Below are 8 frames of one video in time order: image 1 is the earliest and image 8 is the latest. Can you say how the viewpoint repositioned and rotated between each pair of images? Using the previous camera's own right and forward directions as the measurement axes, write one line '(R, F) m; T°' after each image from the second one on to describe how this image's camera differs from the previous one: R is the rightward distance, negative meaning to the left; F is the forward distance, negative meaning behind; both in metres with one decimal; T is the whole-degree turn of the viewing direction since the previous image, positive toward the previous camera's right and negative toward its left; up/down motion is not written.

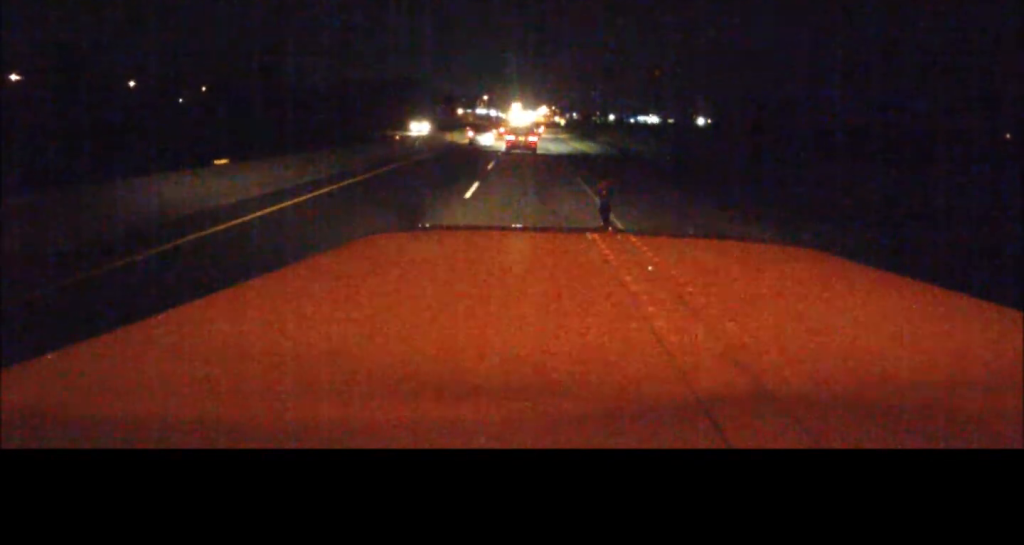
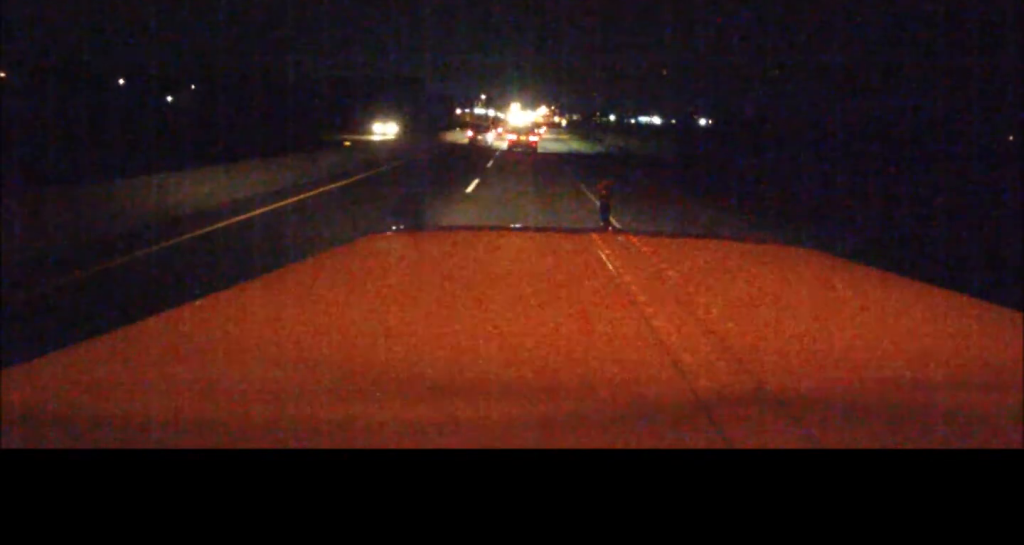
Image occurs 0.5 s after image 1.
(-0.1, +11.6) m; 0°
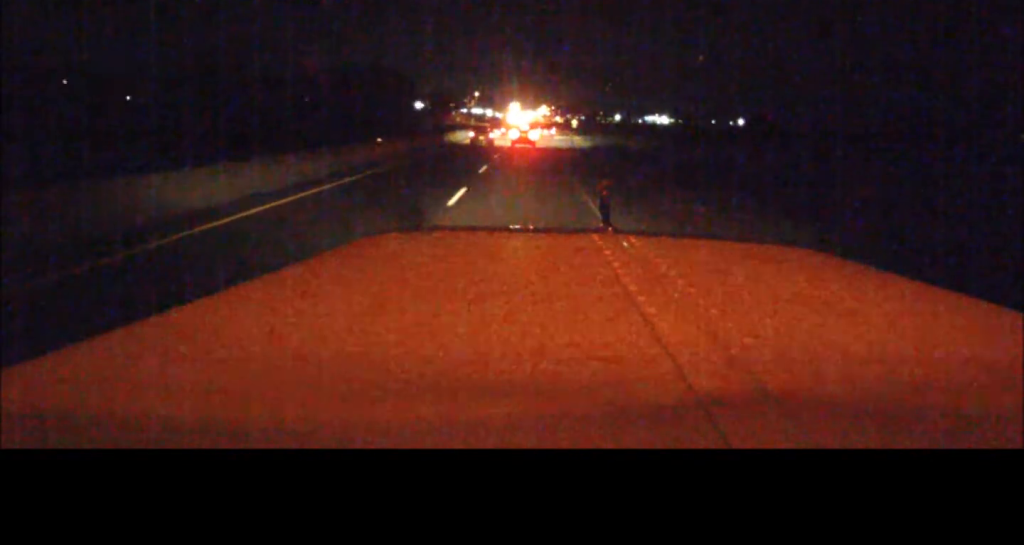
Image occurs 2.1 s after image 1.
(-0.2, +41.9) m; -1°
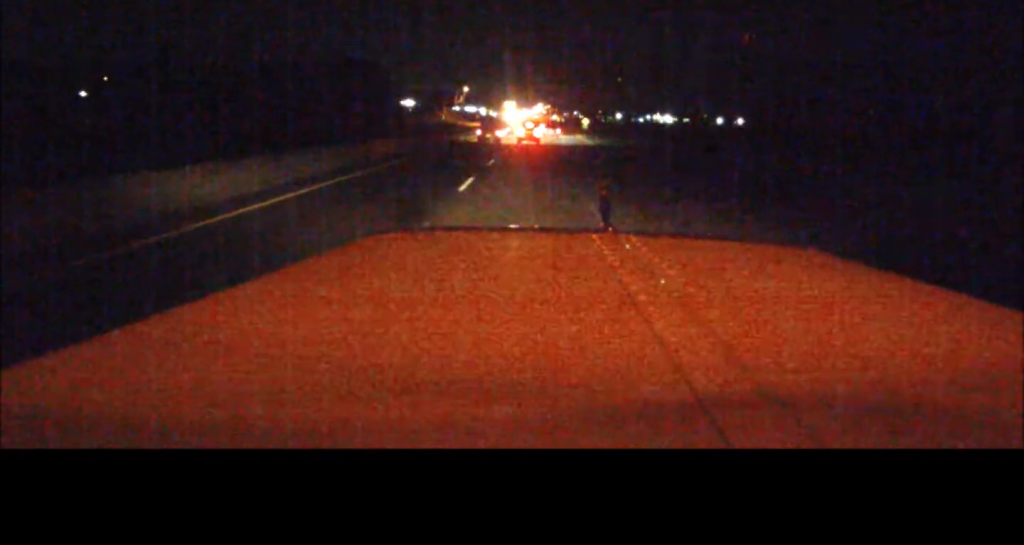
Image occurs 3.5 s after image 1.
(-0.1, +34.8) m; 0°
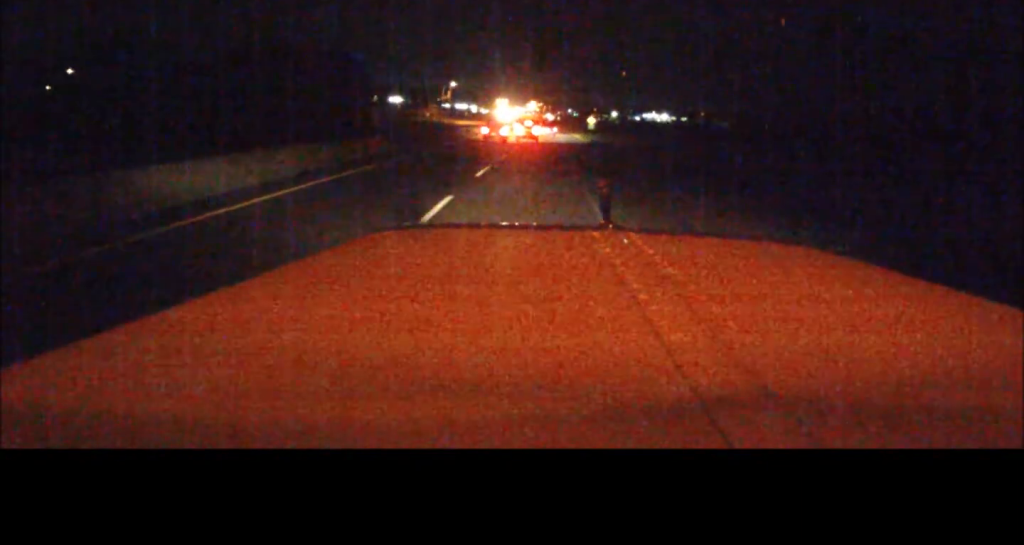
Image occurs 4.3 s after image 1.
(0.0, +20.7) m; 0°
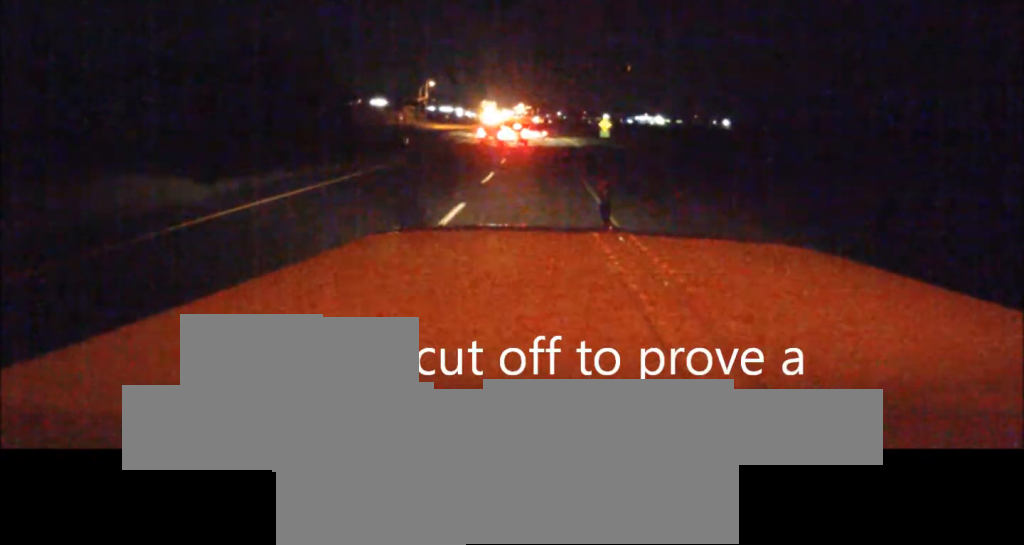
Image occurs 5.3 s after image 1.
(+0.2, +26.3) m; 0°
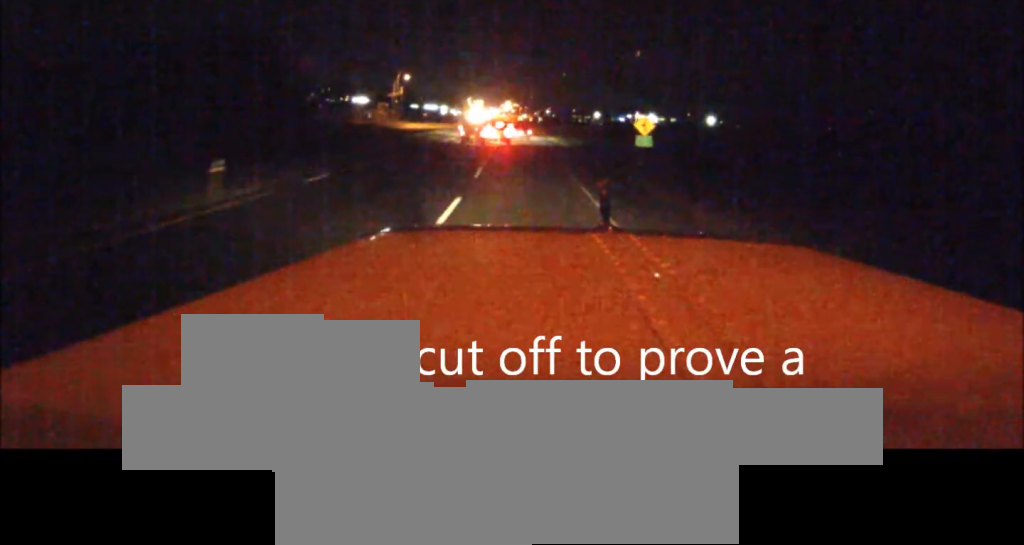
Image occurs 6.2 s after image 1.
(0.0, +24.8) m; -1°
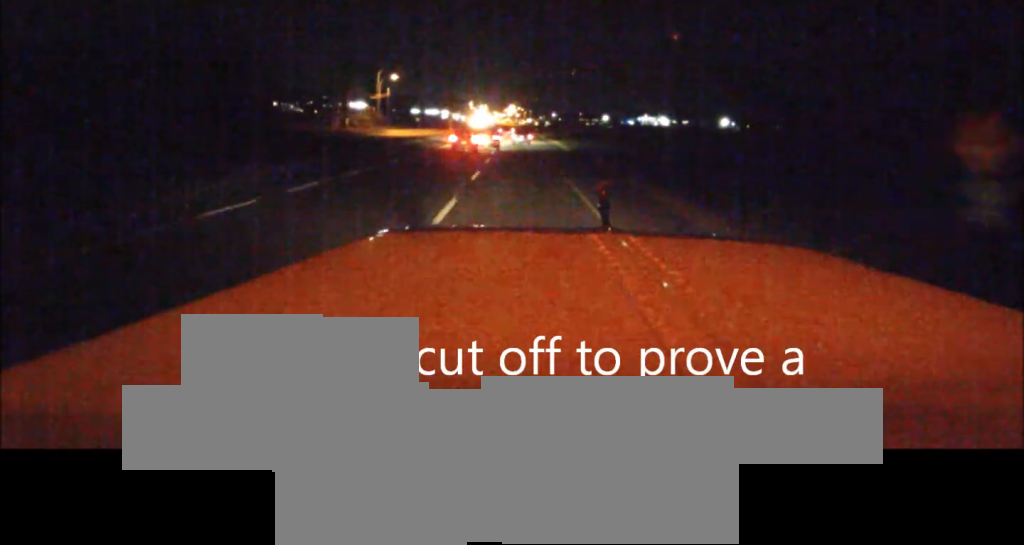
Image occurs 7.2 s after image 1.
(-0.3, +25.8) m; 0°
